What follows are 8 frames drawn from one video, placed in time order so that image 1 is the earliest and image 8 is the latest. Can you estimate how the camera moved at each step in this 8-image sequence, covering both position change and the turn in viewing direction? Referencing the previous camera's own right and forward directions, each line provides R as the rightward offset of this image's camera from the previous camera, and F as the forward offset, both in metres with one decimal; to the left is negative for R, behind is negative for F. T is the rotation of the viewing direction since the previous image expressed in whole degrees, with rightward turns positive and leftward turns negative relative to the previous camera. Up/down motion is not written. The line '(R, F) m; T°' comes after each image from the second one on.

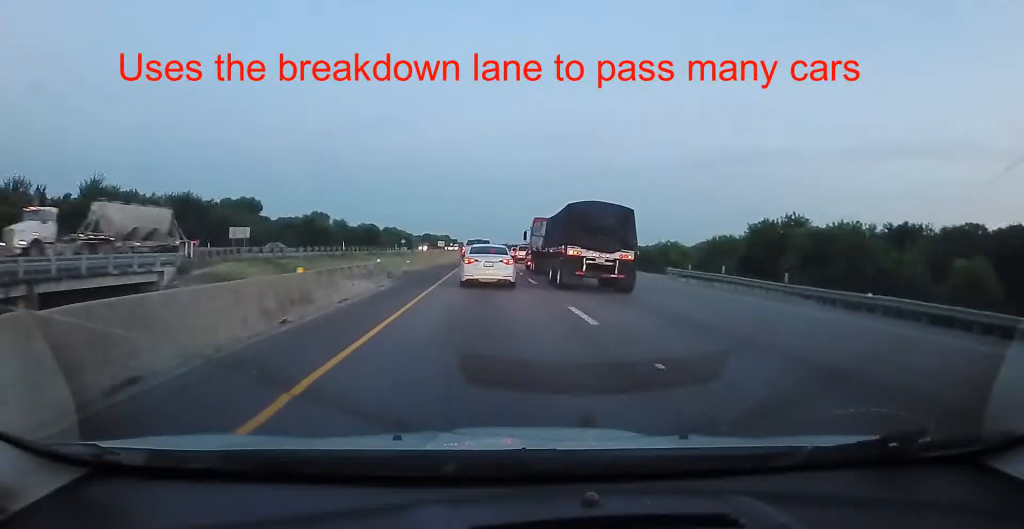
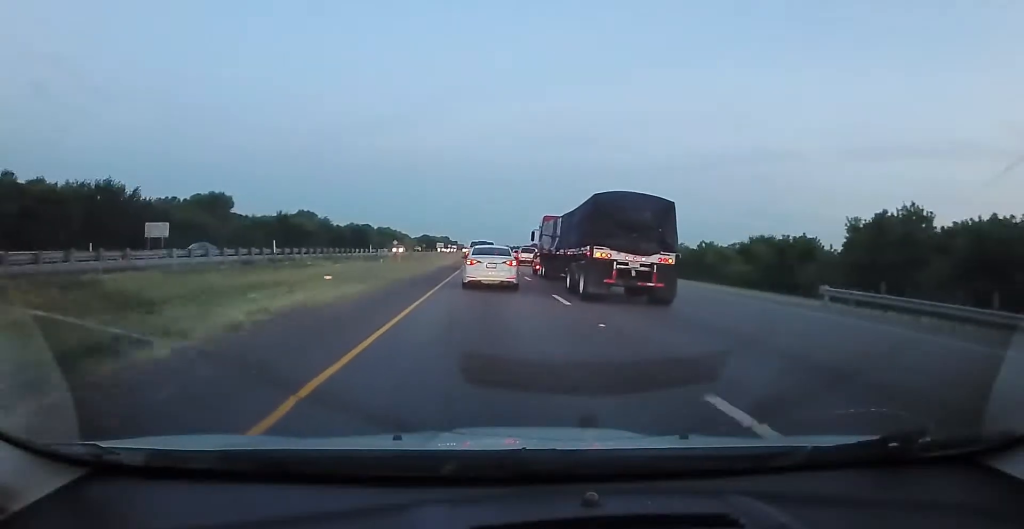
(+0.3, +20.3) m; 0°
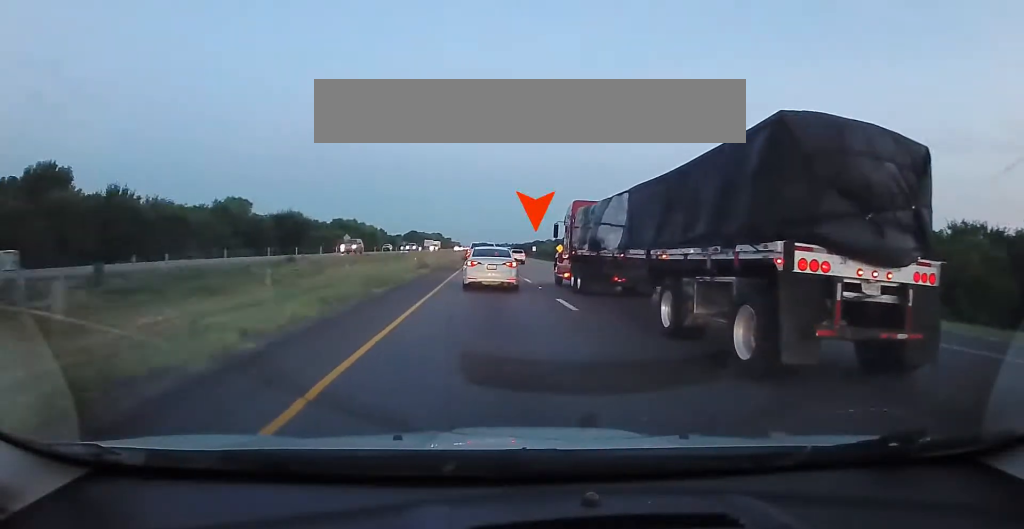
(-0.5, +62.0) m; 0°
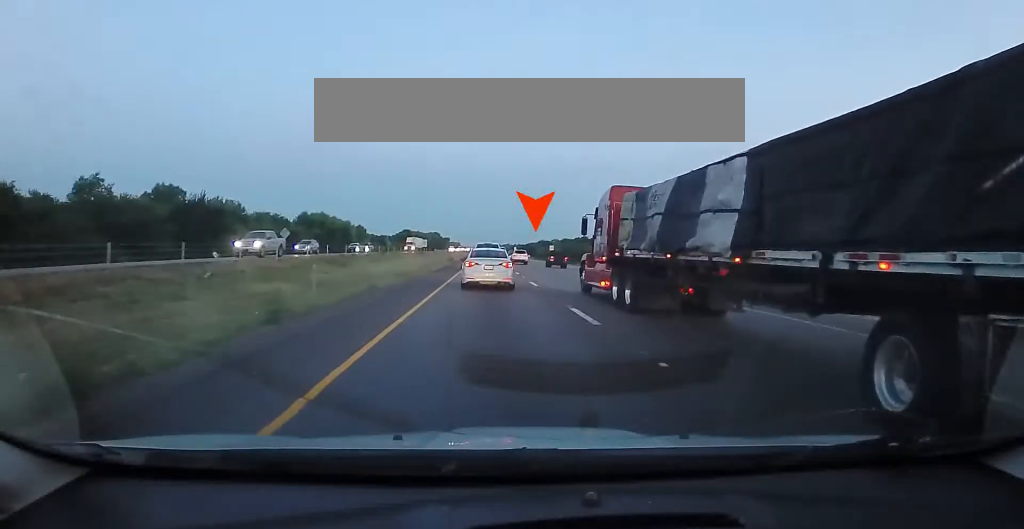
(-0.3, +39.5) m; -1°
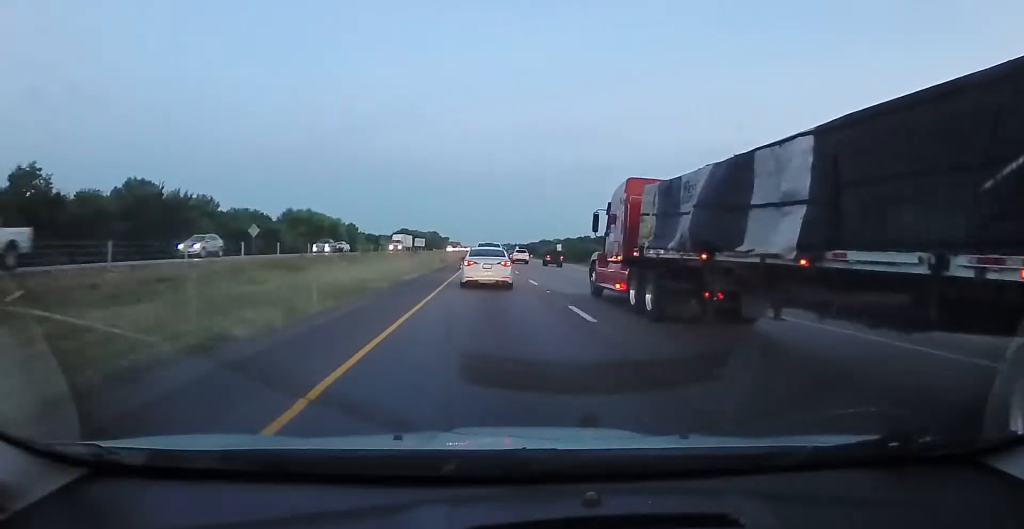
(-0.2, +11.9) m; 0°
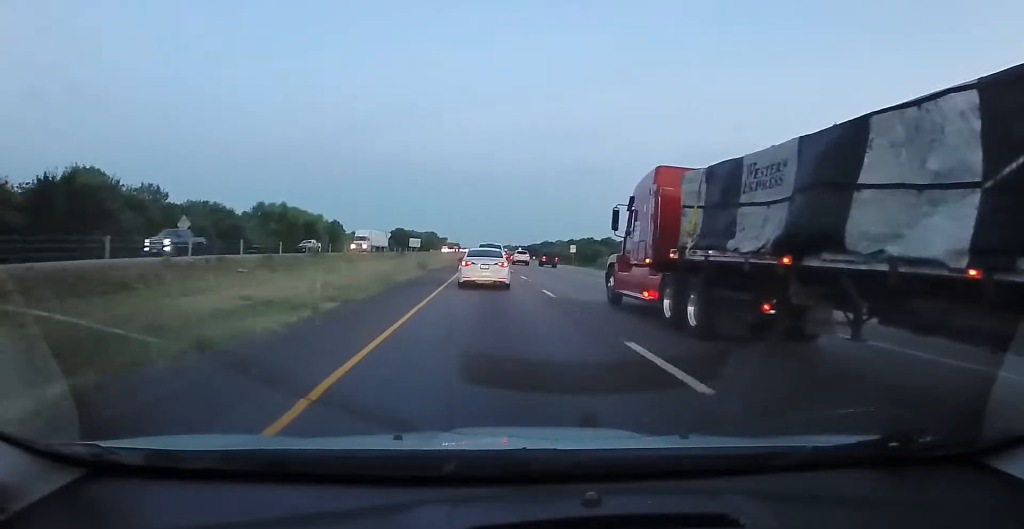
(+0.5, +17.8) m; 0°
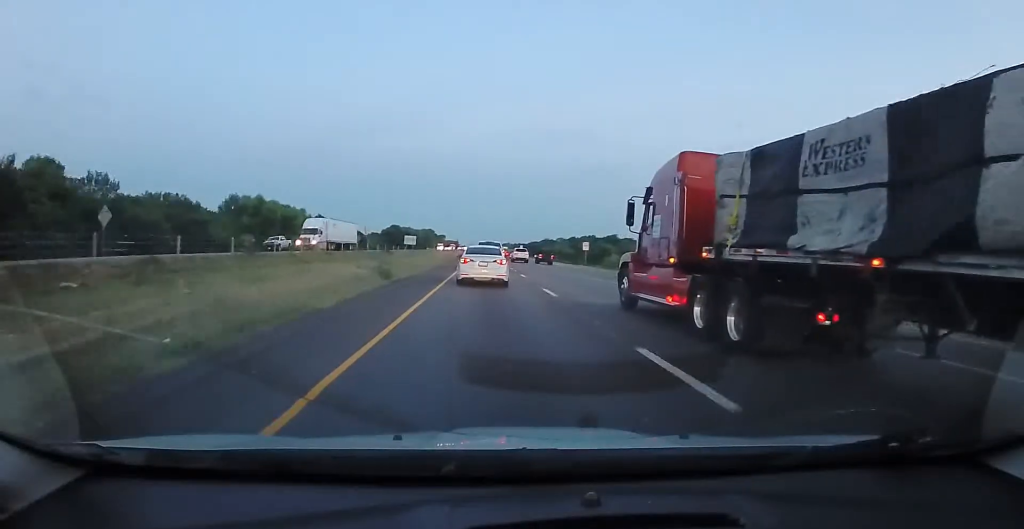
(0.0, +12.7) m; 0°
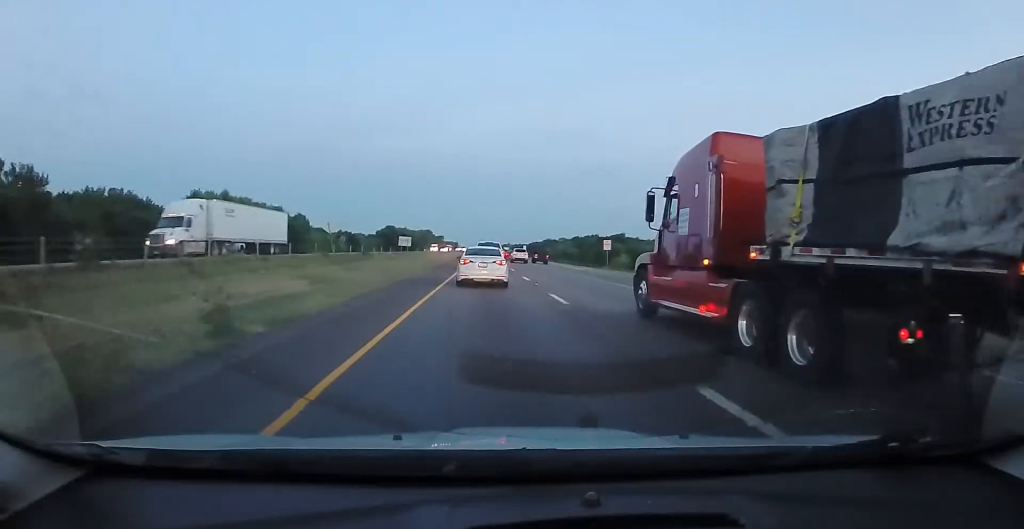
(-0.3, +14.4) m; 0°
